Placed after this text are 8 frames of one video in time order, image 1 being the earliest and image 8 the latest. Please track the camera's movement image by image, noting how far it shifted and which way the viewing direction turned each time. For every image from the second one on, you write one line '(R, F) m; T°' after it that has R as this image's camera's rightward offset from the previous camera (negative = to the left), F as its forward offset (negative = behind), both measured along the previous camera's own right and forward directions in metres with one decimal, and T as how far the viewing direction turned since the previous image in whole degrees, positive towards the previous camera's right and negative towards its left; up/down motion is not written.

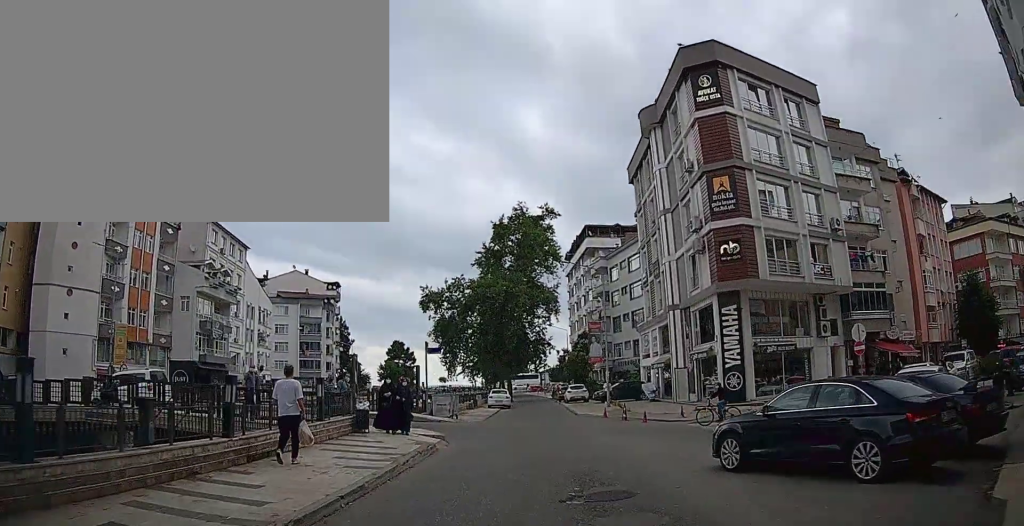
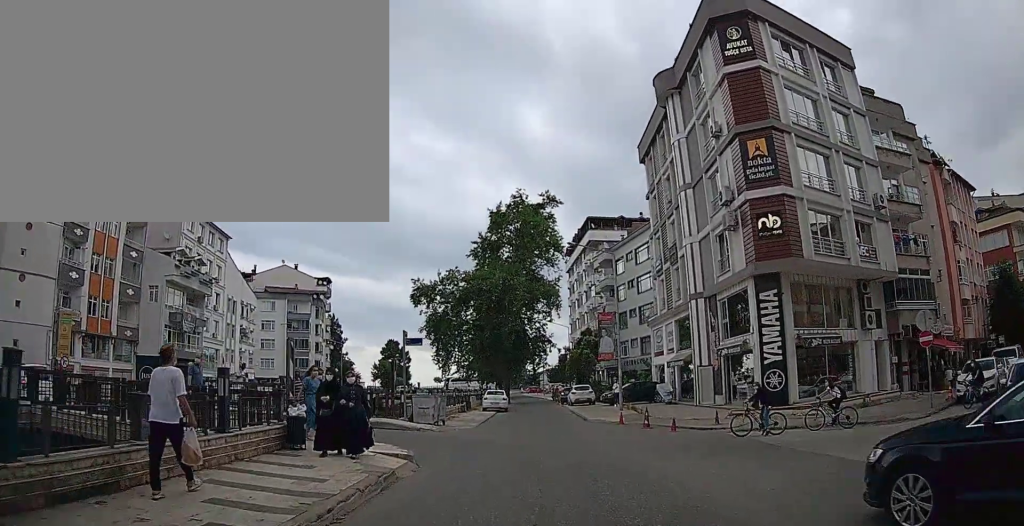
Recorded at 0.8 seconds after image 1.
(-0.1, +5.3) m; 0°
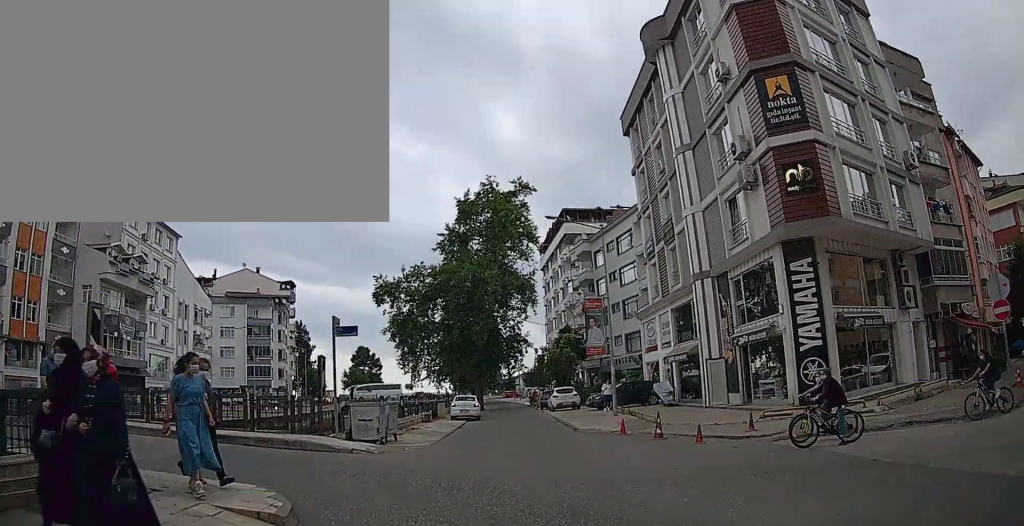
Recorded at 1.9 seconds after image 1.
(+0.1, +5.7) m; 0°
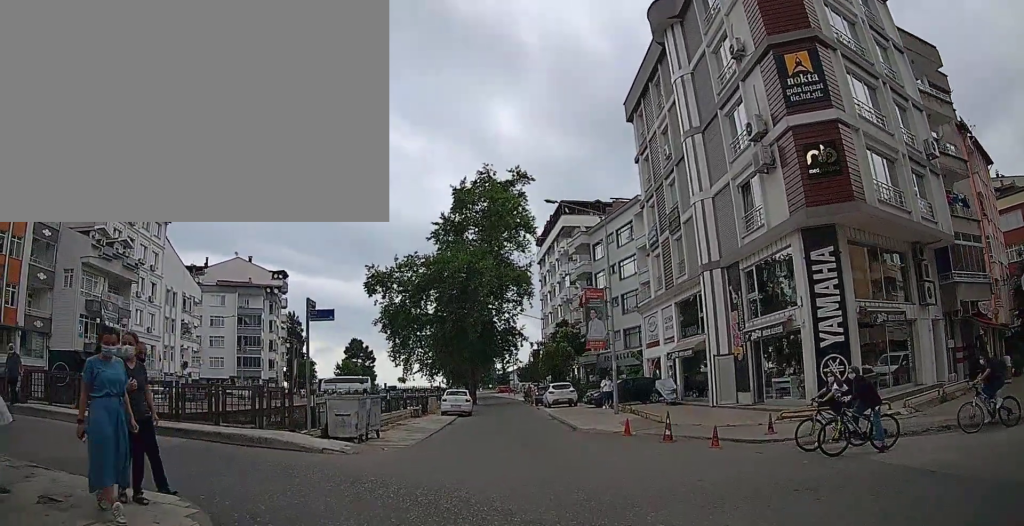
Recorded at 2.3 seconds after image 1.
(0.0, +1.7) m; -1°
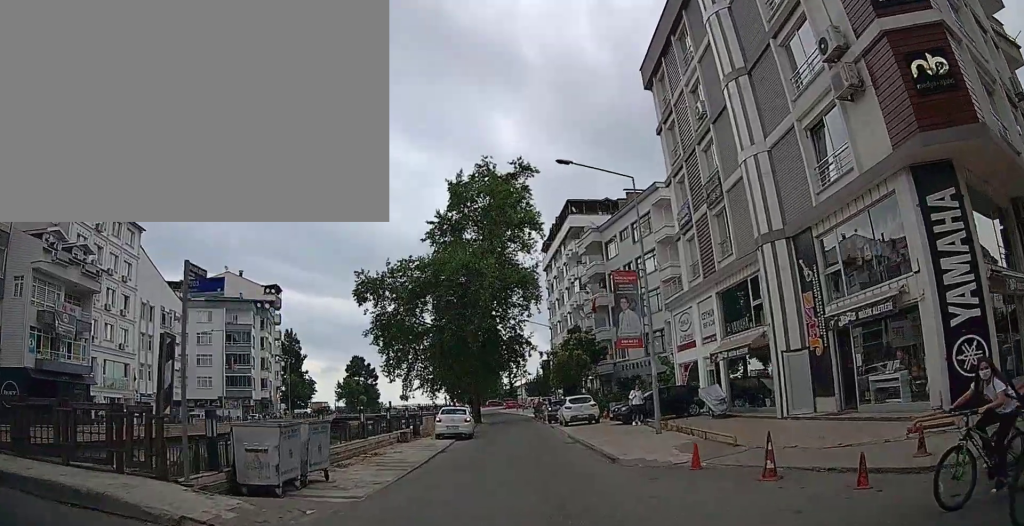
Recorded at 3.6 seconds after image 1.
(-0.2, +4.9) m; -2°
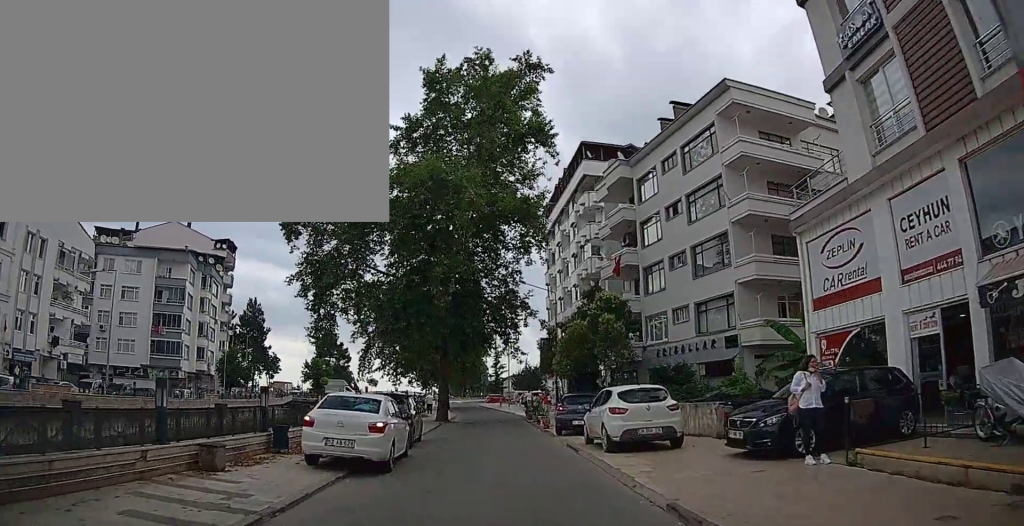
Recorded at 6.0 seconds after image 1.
(+0.5, +13.6) m; +4°
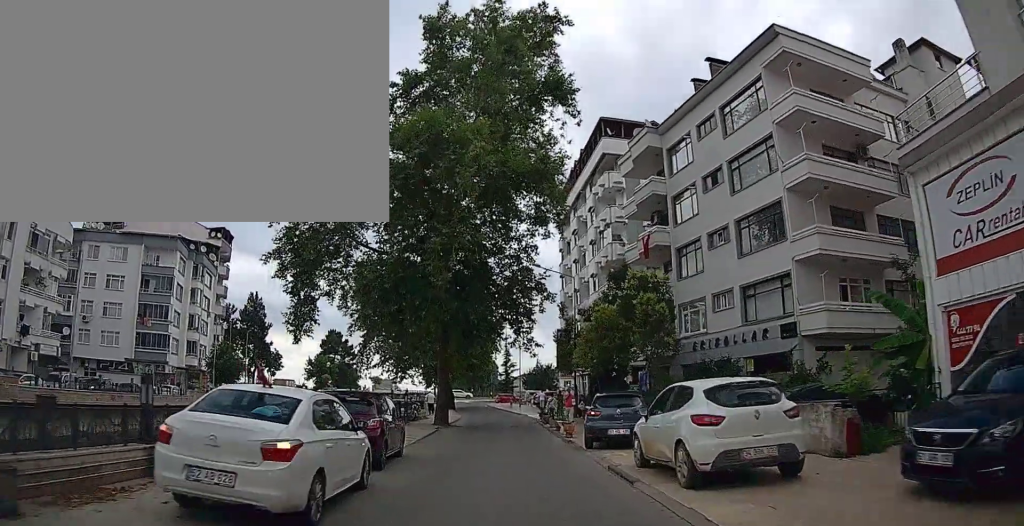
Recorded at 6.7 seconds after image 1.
(0.0, +4.8) m; 0°
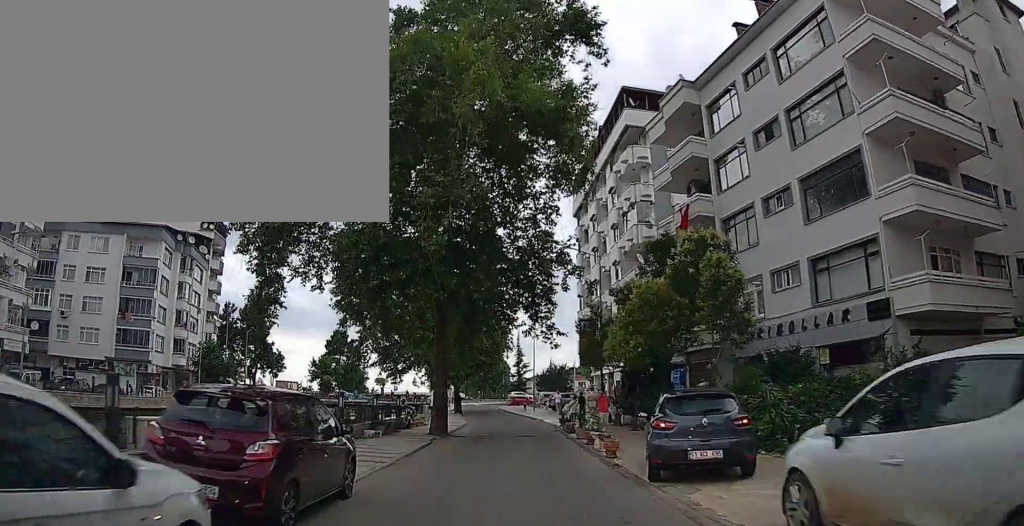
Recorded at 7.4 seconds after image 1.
(+0.1, +5.4) m; -2°
